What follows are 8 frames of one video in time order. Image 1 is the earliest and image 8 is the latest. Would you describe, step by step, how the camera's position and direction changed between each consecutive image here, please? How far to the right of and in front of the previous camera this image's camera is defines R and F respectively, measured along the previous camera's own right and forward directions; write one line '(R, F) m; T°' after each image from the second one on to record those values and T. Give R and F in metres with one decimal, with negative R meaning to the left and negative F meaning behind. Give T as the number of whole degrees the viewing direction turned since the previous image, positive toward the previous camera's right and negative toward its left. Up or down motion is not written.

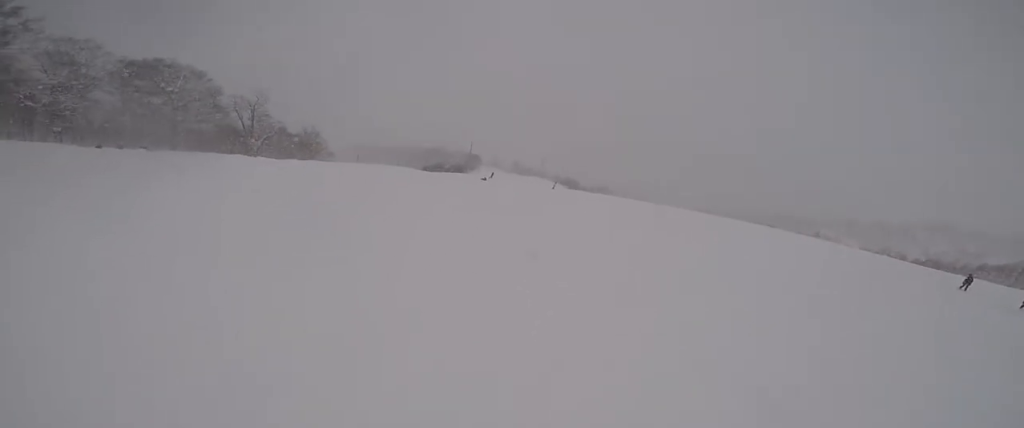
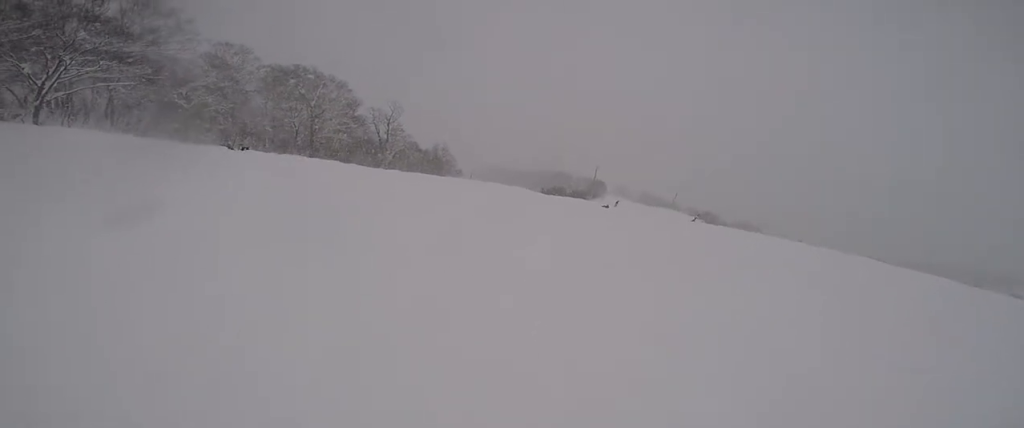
(-0.7, +6.3) m; -13°
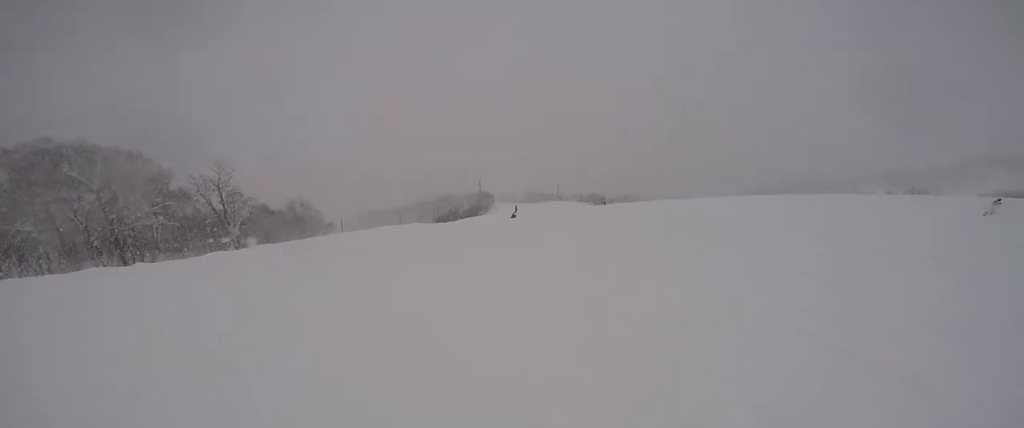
(-0.4, +8.0) m; +17°
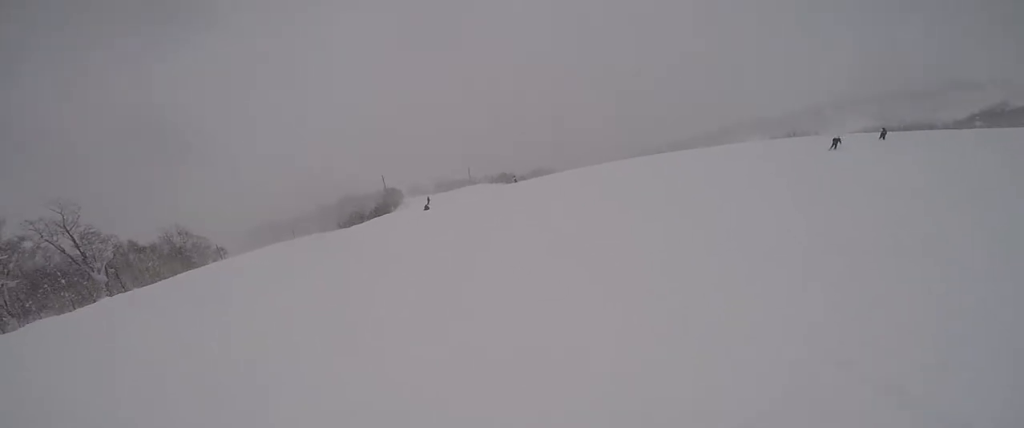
(+1.2, +3.0) m; +8°
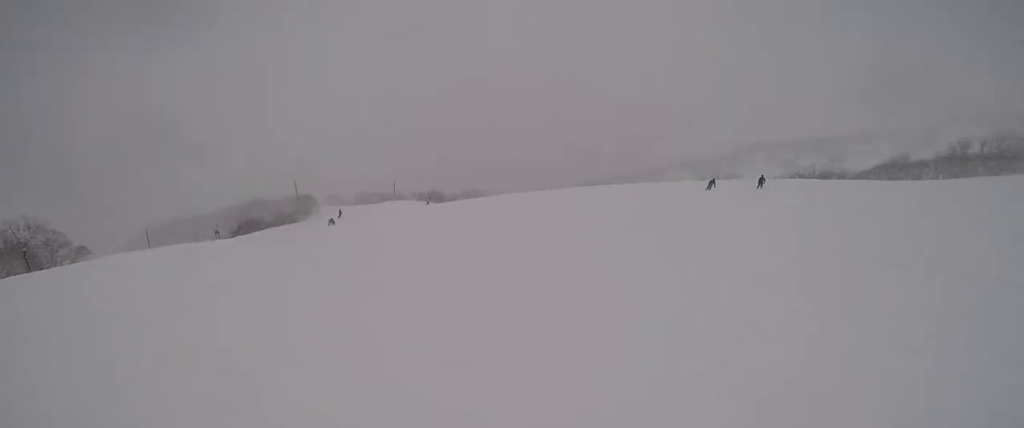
(+0.3, +5.1) m; +1°
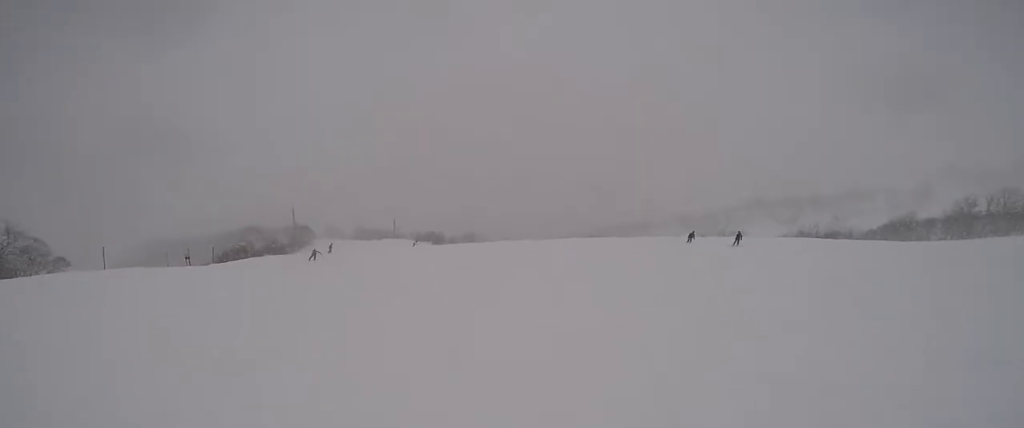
(-0.3, +3.5) m; -5°
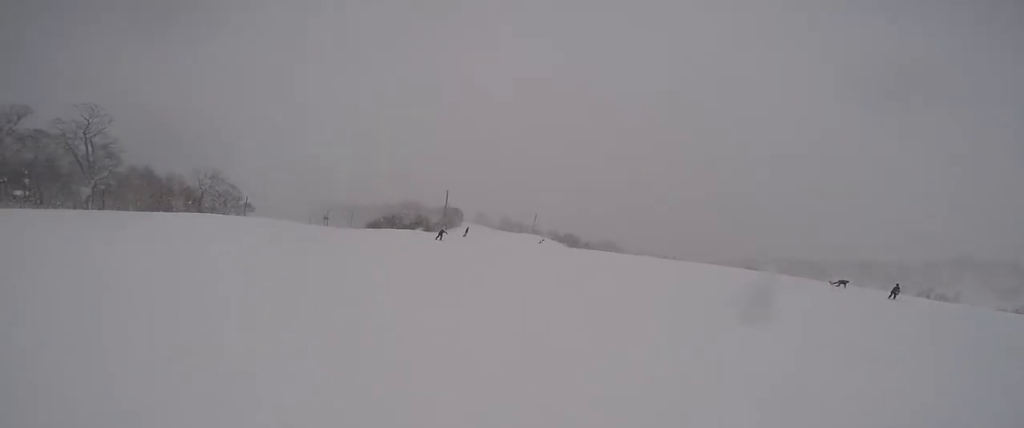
(-0.1, +4.9) m; -6°
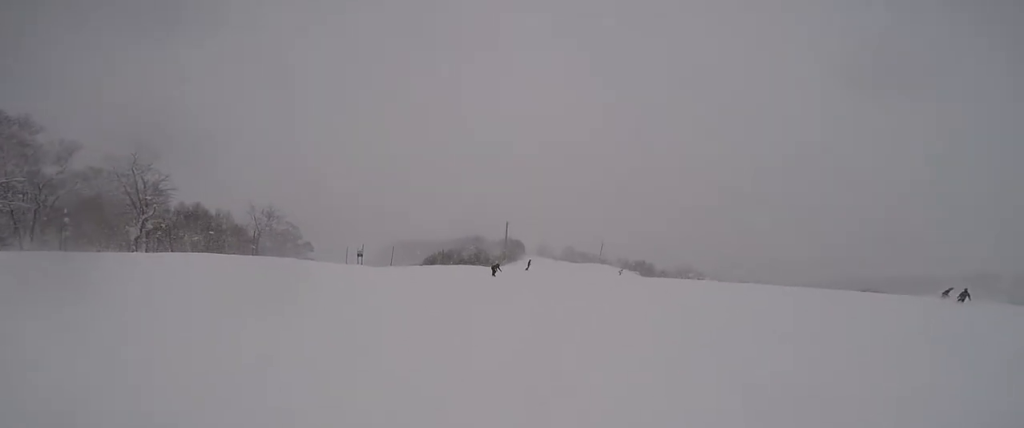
(-0.9, +8.1) m; -2°
